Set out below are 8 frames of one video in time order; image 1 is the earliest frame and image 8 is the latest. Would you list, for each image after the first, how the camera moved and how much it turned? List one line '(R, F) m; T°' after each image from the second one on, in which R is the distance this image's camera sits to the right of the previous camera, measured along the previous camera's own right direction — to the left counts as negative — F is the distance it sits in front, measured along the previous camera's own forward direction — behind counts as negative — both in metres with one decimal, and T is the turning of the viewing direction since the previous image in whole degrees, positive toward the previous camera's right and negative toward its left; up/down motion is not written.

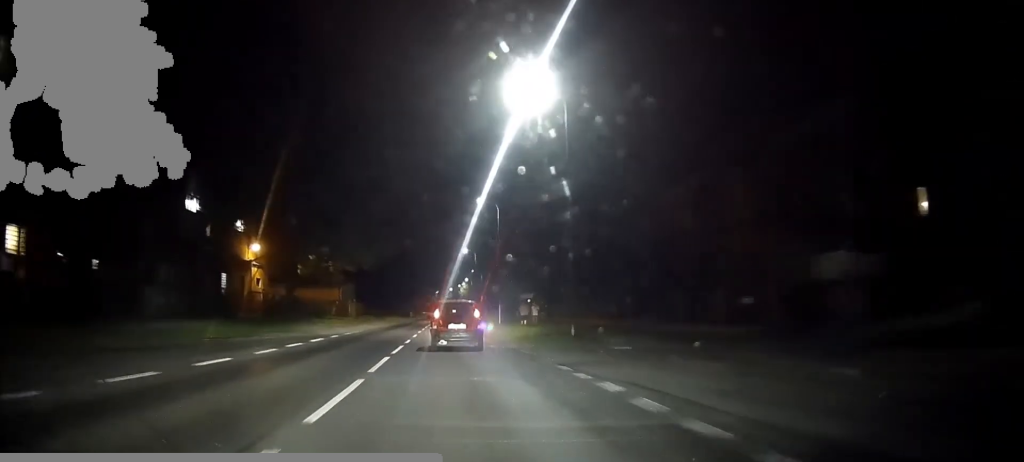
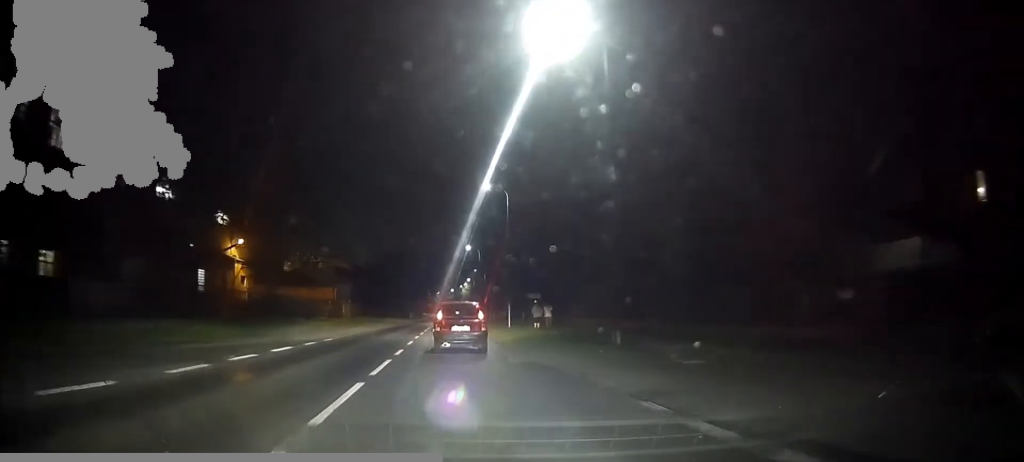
(0.0, +6.2) m; 0°
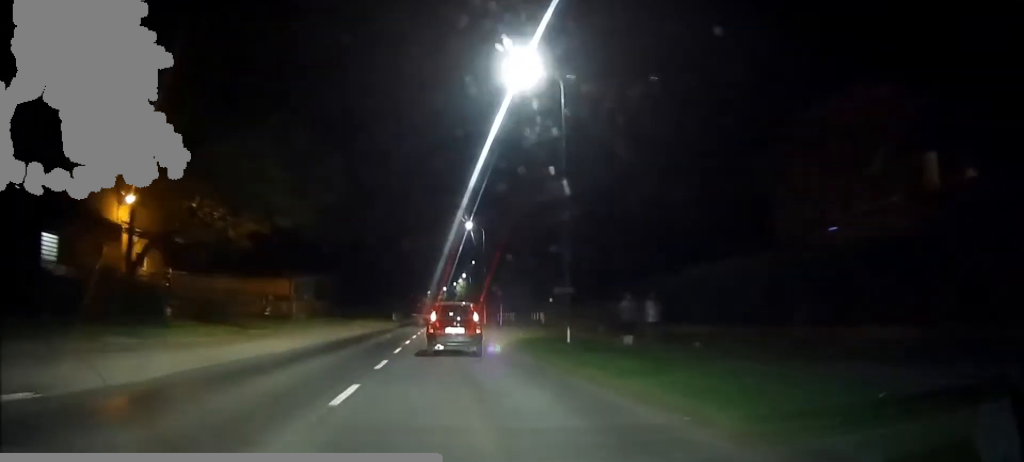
(-0.1, +22.9) m; 0°
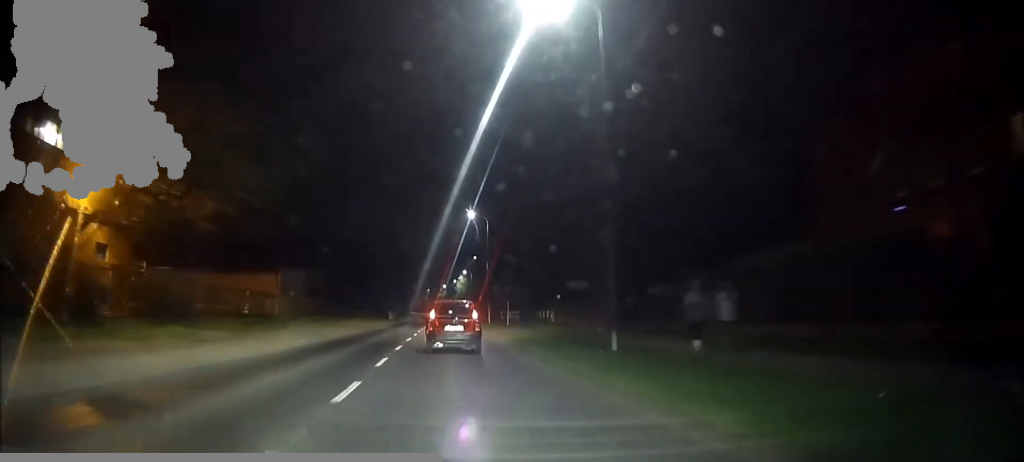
(0.0, +6.0) m; 0°
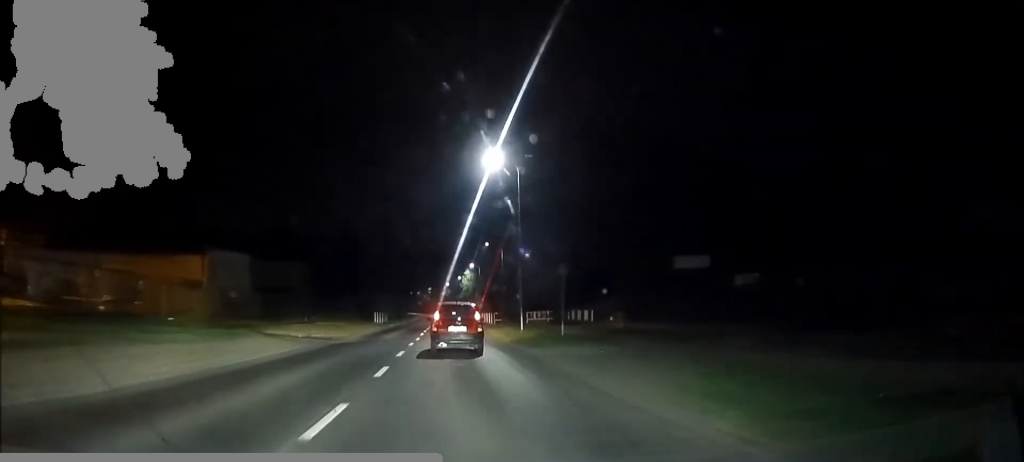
(+0.1, +22.4) m; 0°
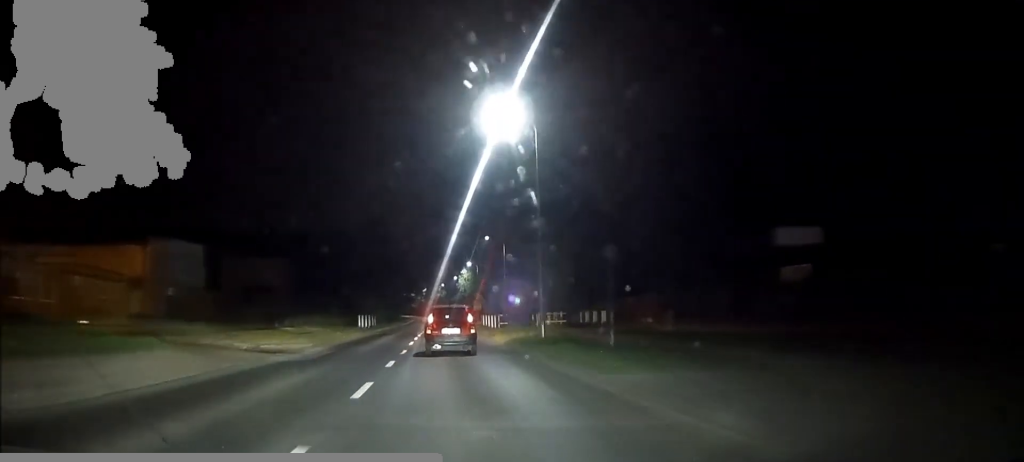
(-0.1, +9.5) m; 0°
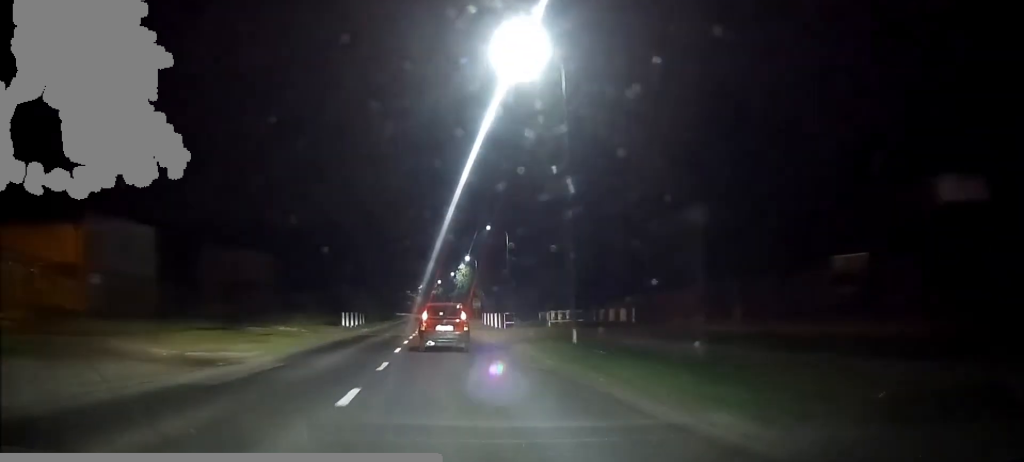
(0.0, +7.6) m; 0°
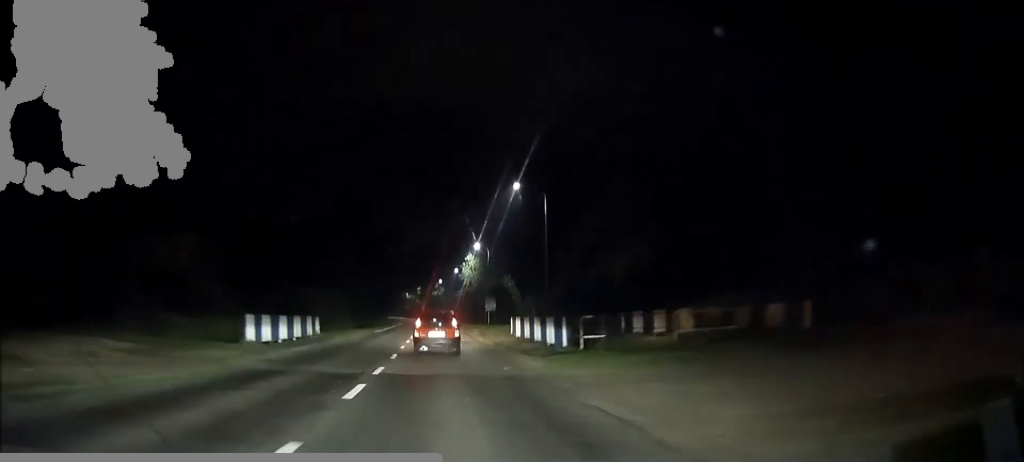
(0.0, +24.8) m; 0°
